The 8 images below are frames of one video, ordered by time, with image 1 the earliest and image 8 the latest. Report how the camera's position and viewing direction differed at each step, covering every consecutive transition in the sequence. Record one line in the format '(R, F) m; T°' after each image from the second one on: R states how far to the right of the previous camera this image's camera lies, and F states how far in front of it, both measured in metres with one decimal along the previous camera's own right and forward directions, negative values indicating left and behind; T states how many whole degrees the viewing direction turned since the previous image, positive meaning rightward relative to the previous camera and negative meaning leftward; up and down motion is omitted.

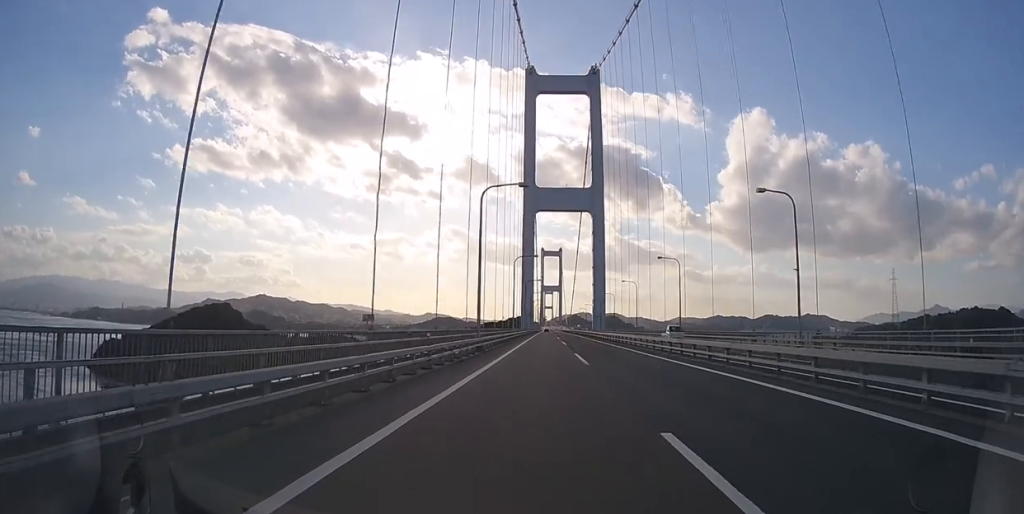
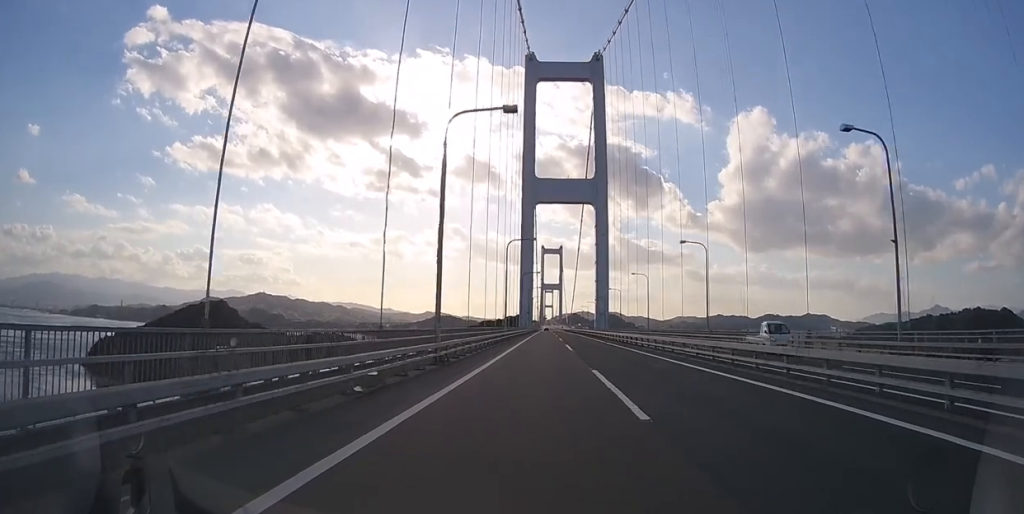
(+0.3, +11.4) m; -2°
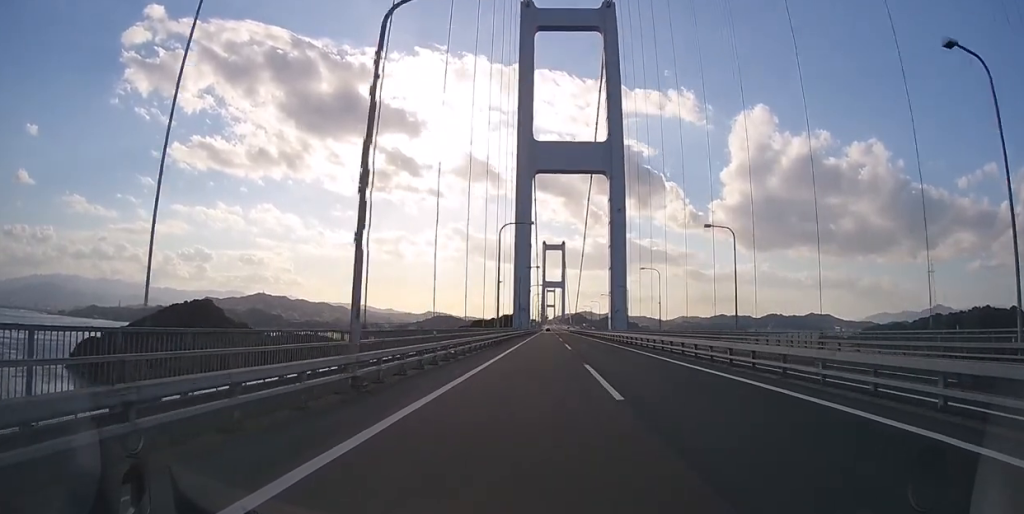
(-2.5, +37.1) m; -4°
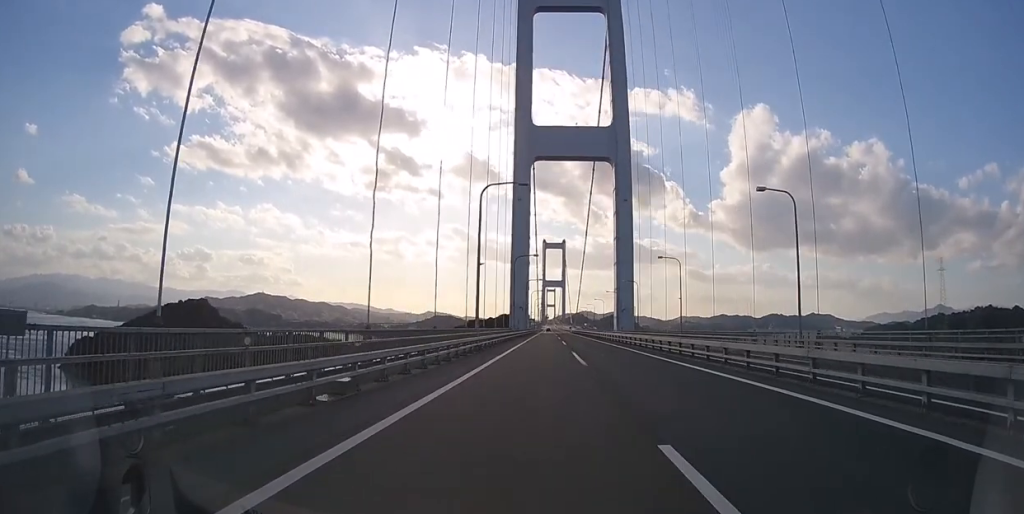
(+0.6, +10.8) m; +2°
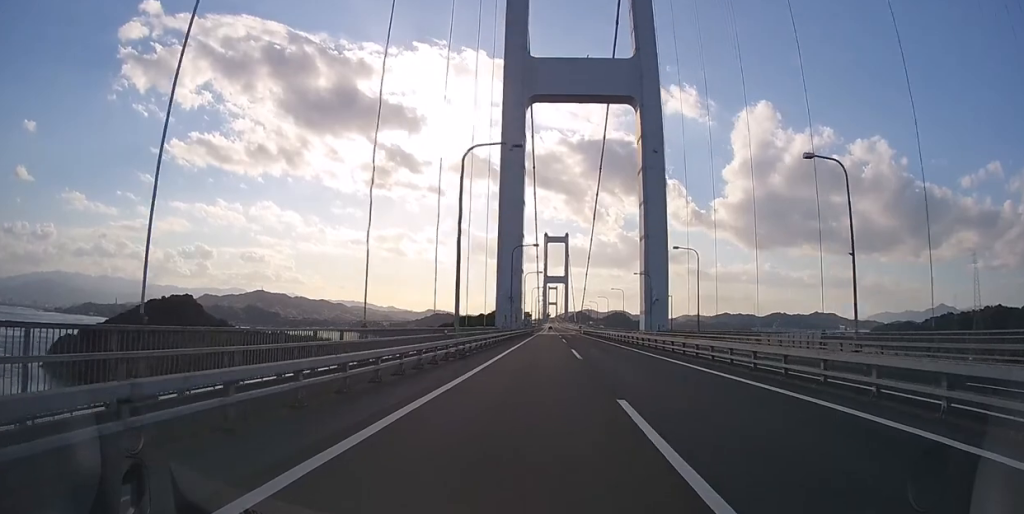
(+0.7, +35.9) m; +1°
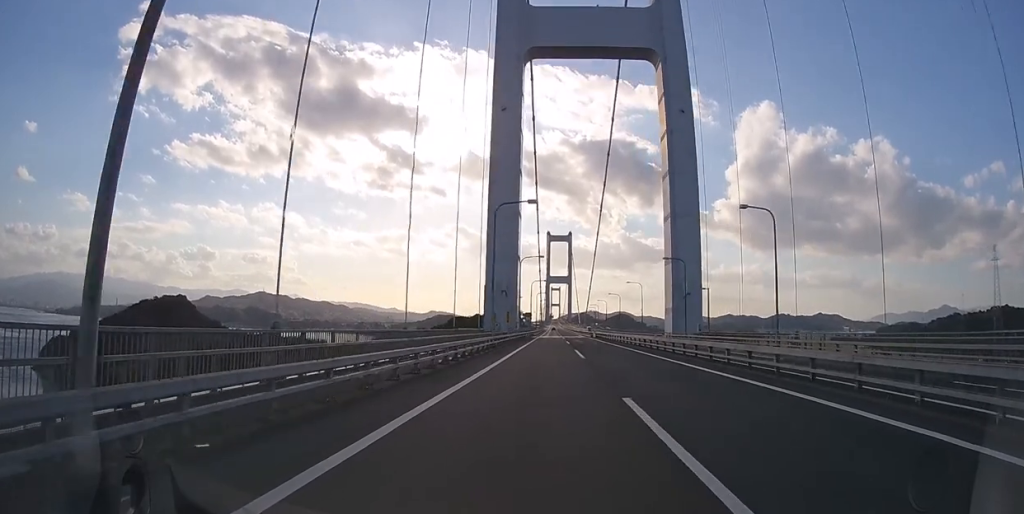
(0.0, +19.4) m; 0°
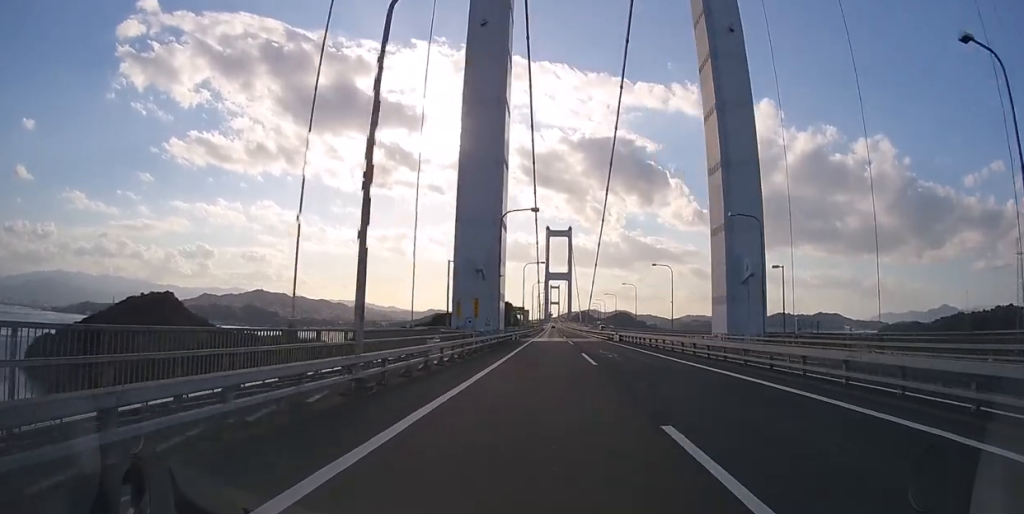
(-0.1, +23.3) m; 0°
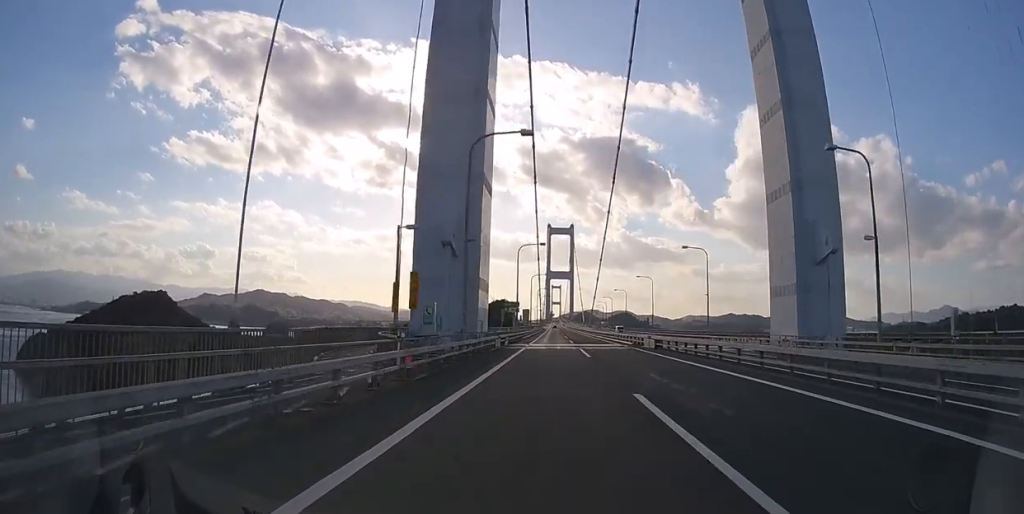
(0.0, +15.1) m; 0°
